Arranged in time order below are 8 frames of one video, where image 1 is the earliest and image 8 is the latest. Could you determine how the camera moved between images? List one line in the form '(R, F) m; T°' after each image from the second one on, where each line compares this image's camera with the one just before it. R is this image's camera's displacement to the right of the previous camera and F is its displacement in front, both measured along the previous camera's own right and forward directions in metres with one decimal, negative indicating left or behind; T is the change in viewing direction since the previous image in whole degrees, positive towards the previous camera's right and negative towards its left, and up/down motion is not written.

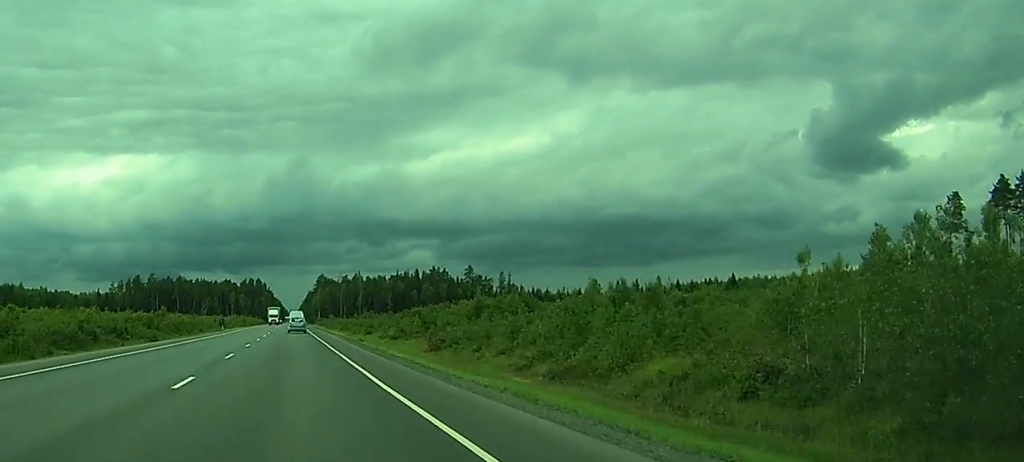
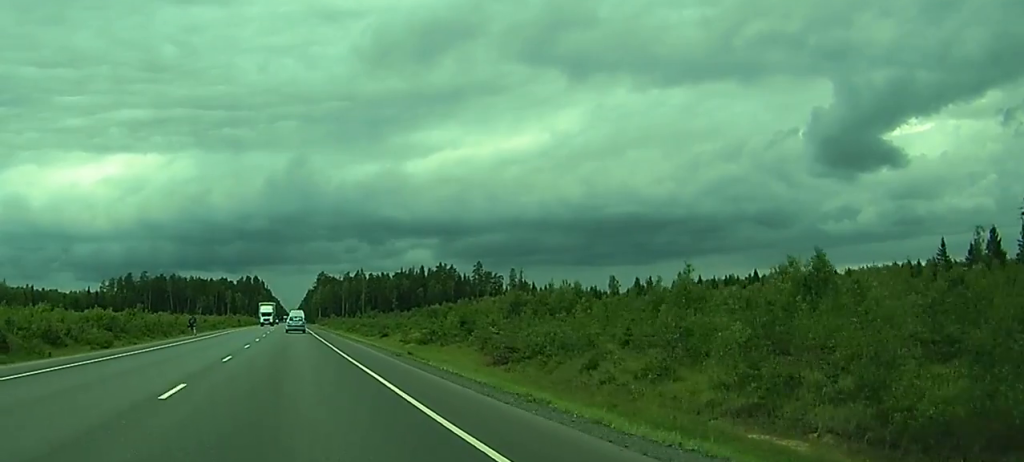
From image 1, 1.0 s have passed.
(0.0, +26.3) m; 0°
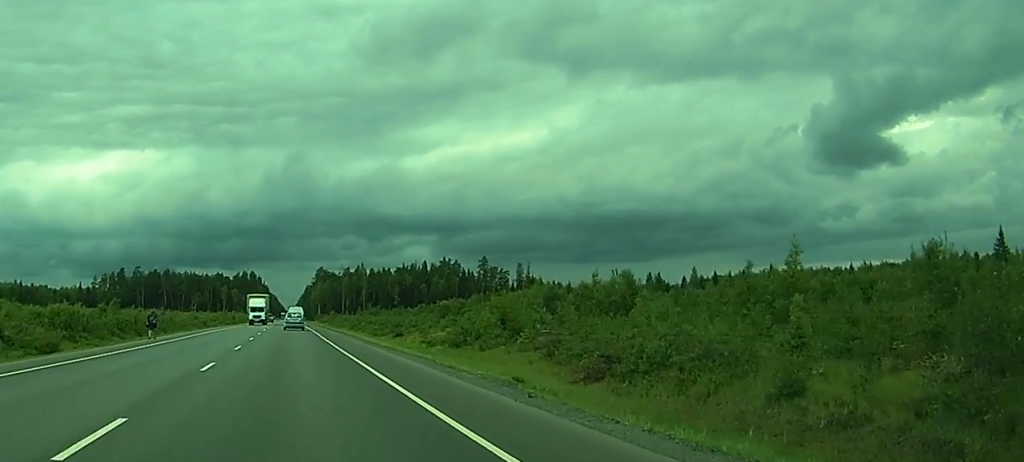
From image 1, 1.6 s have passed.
(0.0, +18.0) m; 0°
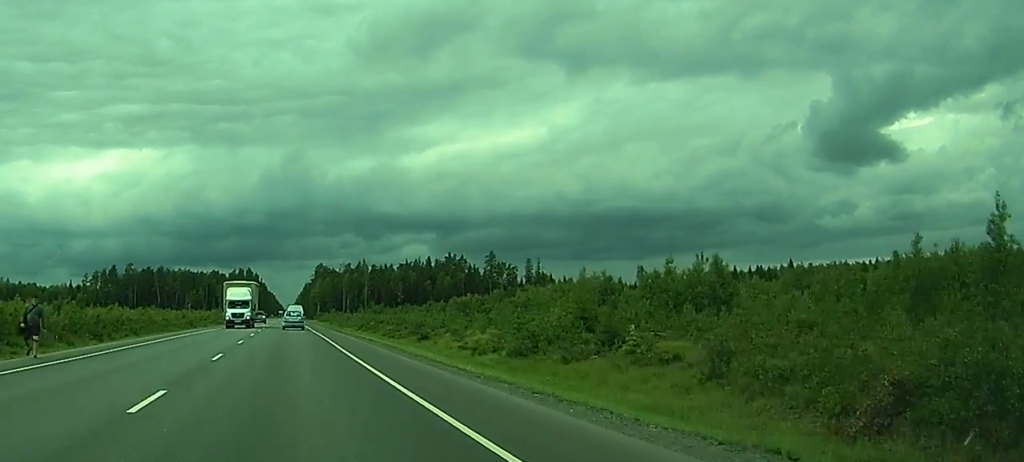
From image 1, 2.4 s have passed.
(0.0, +20.5) m; 0°
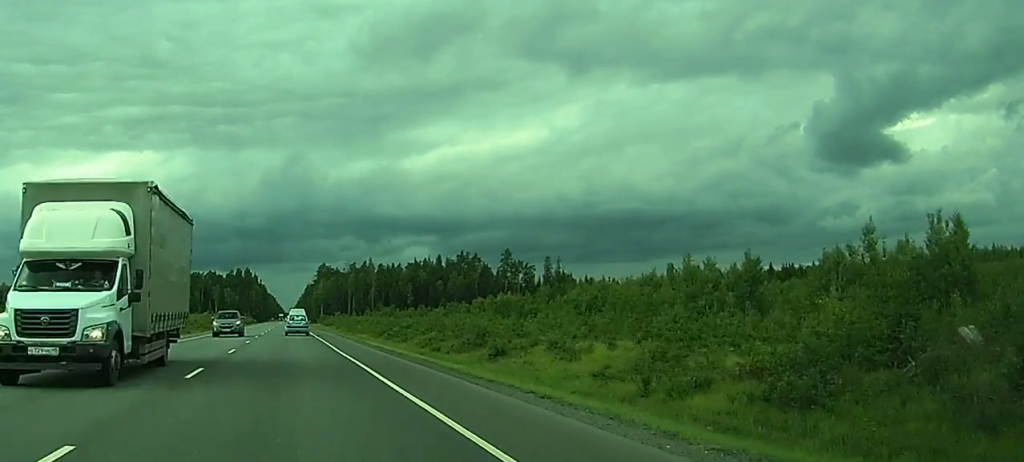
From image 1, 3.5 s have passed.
(0.0, +29.8) m; 0°
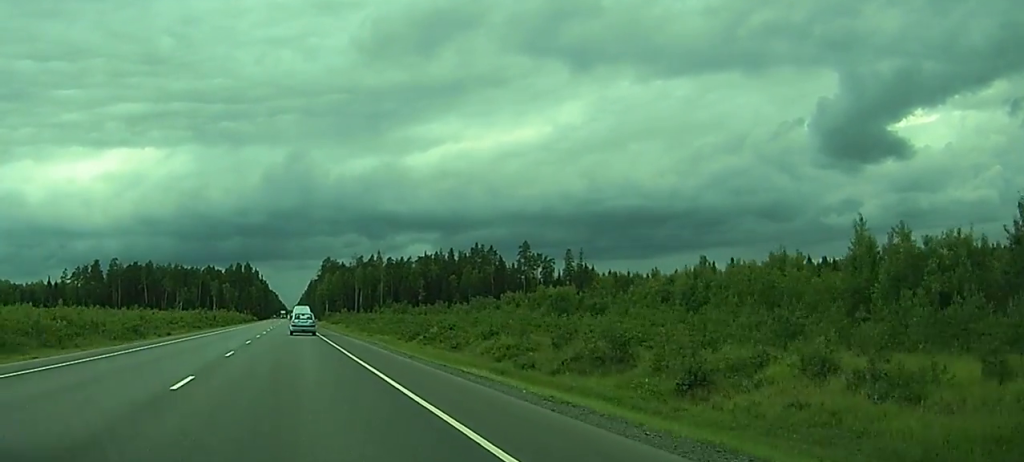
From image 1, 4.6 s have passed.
(0.0, +26.8) m; 0°
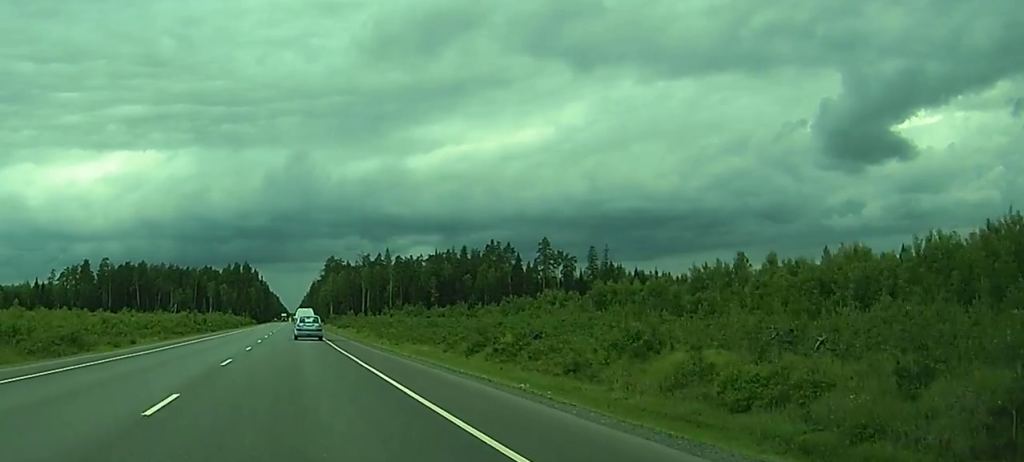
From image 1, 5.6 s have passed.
(0.0, +27.5) m; 0°
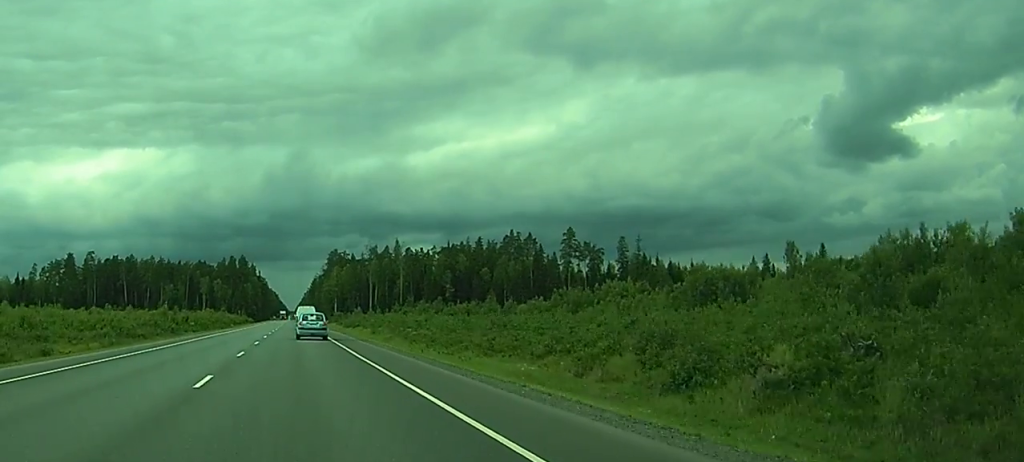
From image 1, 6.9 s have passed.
(0.0, +32.0) m; 0°
